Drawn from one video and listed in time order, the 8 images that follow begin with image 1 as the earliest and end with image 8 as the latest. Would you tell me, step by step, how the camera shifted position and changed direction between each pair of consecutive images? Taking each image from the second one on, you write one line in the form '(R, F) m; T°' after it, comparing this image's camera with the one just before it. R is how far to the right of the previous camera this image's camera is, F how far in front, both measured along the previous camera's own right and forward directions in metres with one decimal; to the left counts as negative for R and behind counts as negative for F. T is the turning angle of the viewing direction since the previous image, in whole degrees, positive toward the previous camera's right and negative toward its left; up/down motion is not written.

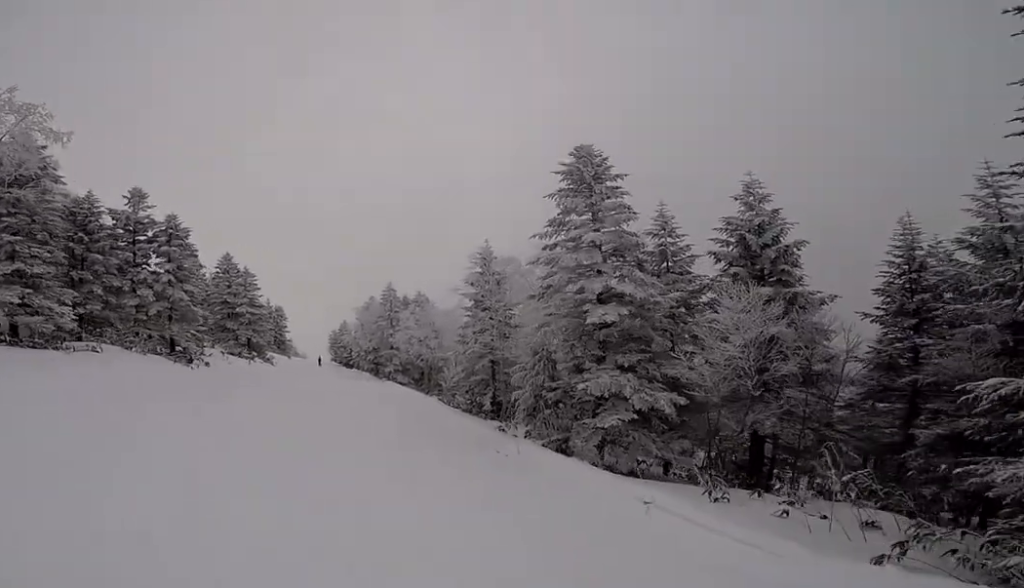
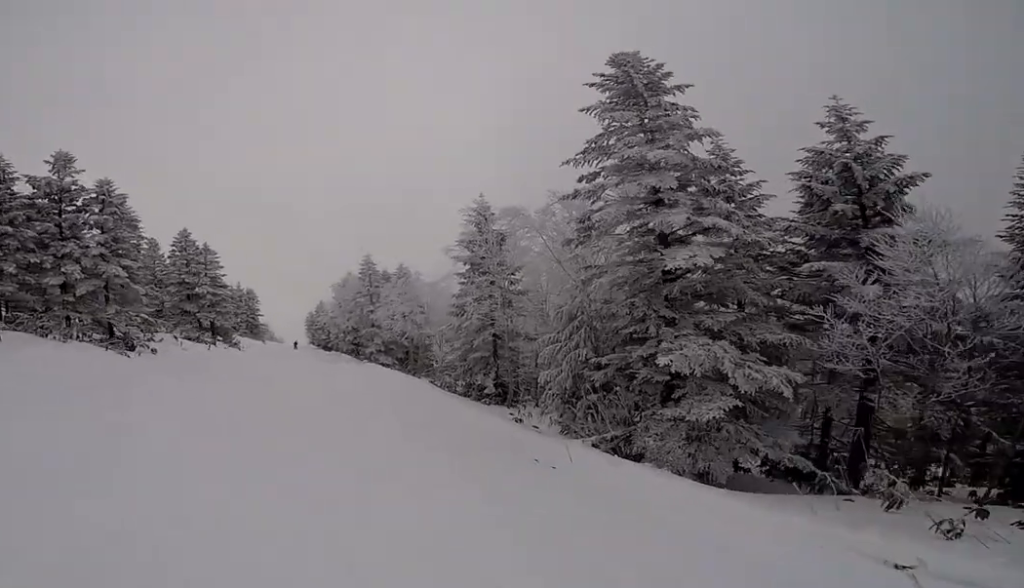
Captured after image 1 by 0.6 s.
(+0.4, +3.8) m; -4°
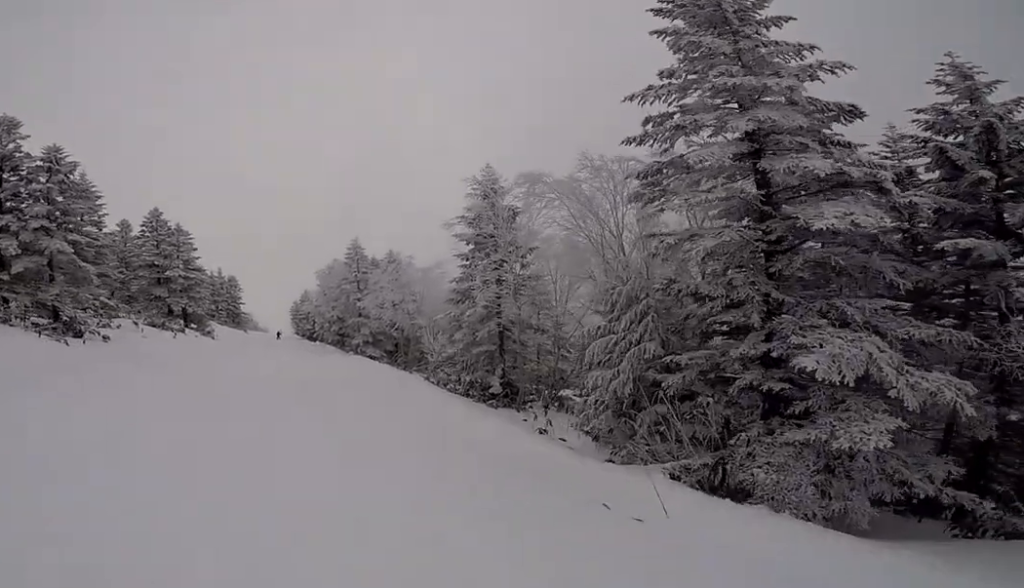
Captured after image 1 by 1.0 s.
(-0.6, +2.7) m; -4°
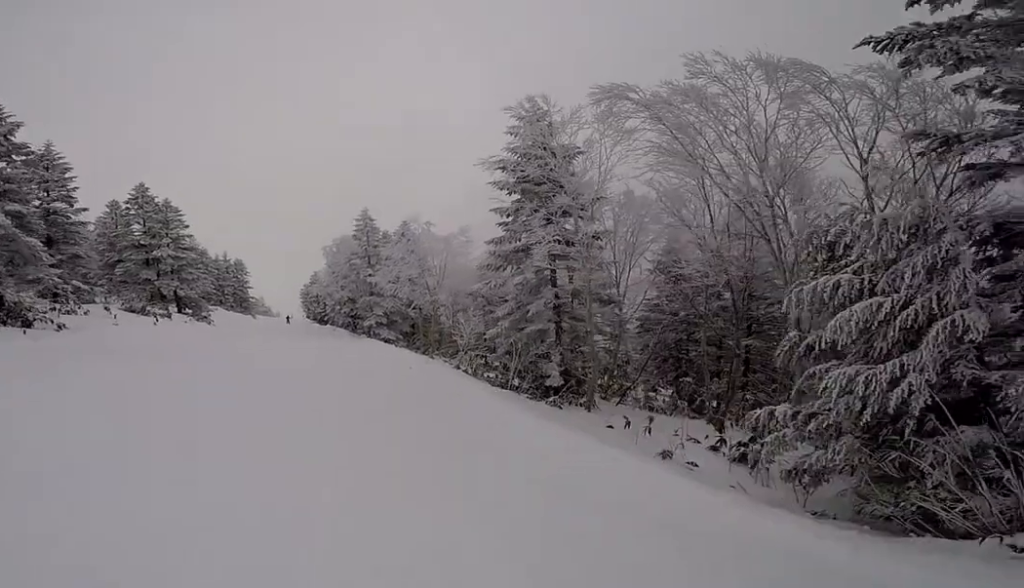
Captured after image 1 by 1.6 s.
(-0.5, +3.7) m; -6°
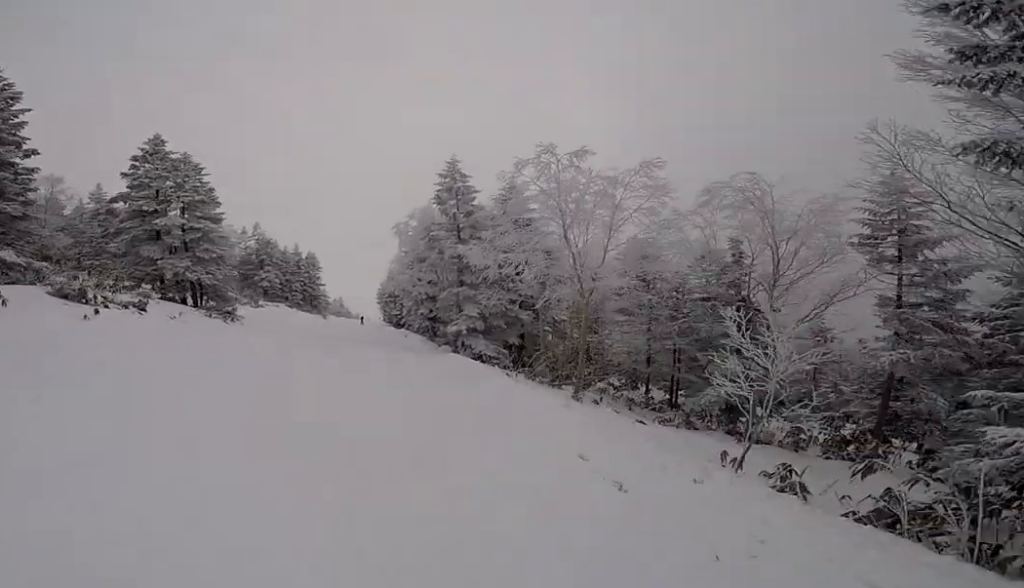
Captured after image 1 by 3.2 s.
(-0.9, +9.0) m; -3°
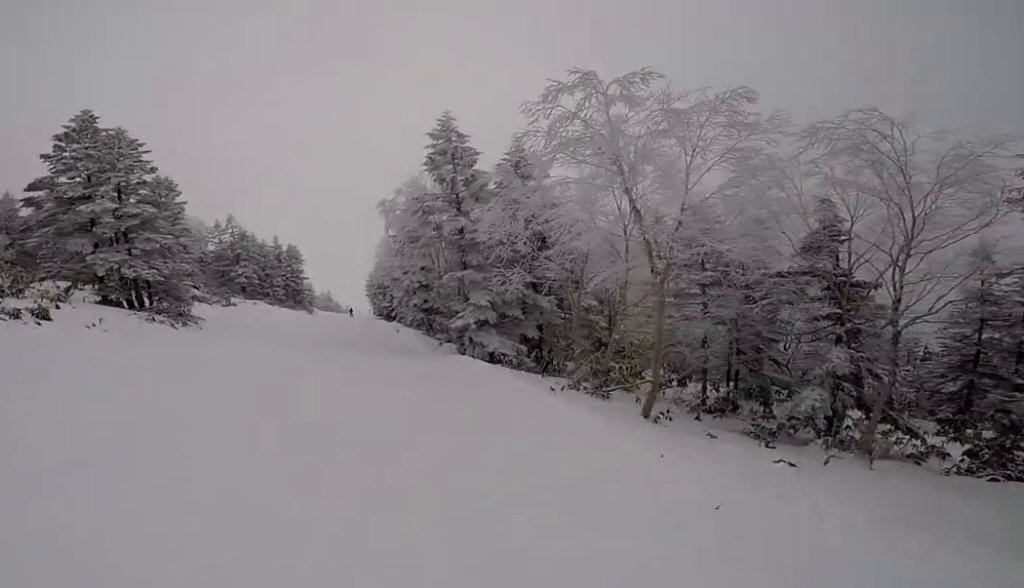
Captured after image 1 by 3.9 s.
(+0.4, +3.2) m; +8°
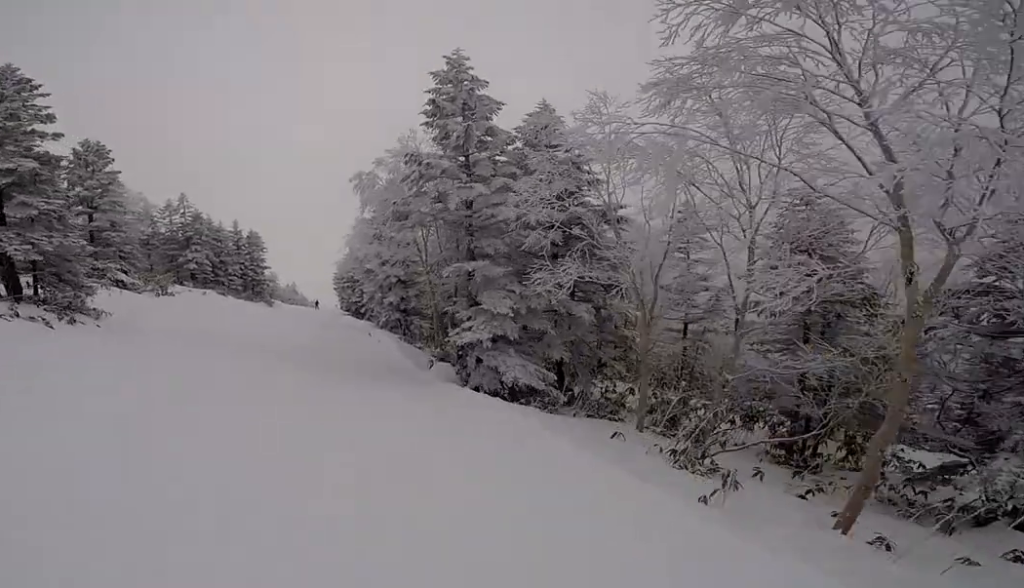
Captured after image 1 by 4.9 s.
(+0.7, +4.6) m; +1°
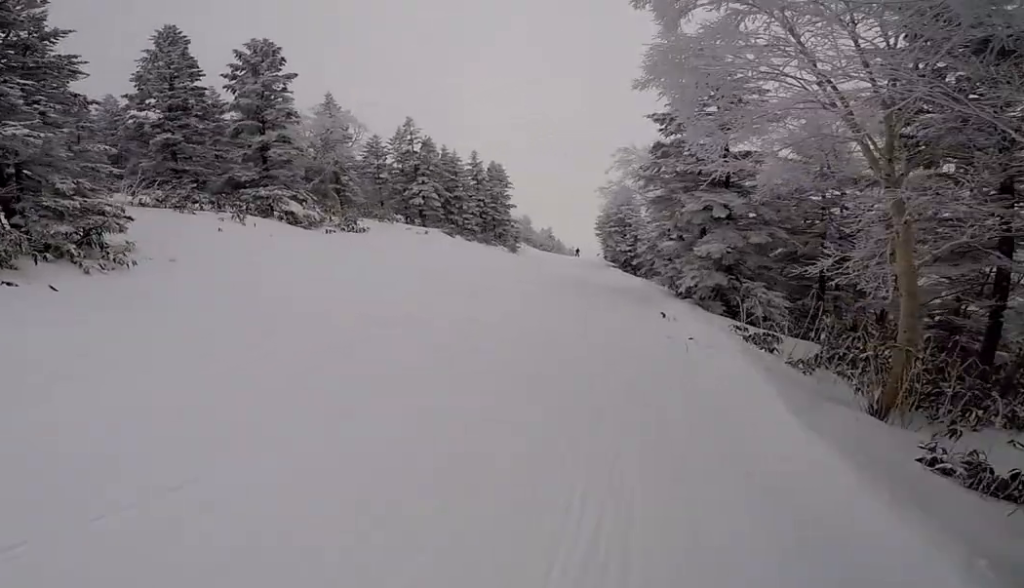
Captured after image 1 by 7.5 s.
(-1.3, +10.6) m; -8°
